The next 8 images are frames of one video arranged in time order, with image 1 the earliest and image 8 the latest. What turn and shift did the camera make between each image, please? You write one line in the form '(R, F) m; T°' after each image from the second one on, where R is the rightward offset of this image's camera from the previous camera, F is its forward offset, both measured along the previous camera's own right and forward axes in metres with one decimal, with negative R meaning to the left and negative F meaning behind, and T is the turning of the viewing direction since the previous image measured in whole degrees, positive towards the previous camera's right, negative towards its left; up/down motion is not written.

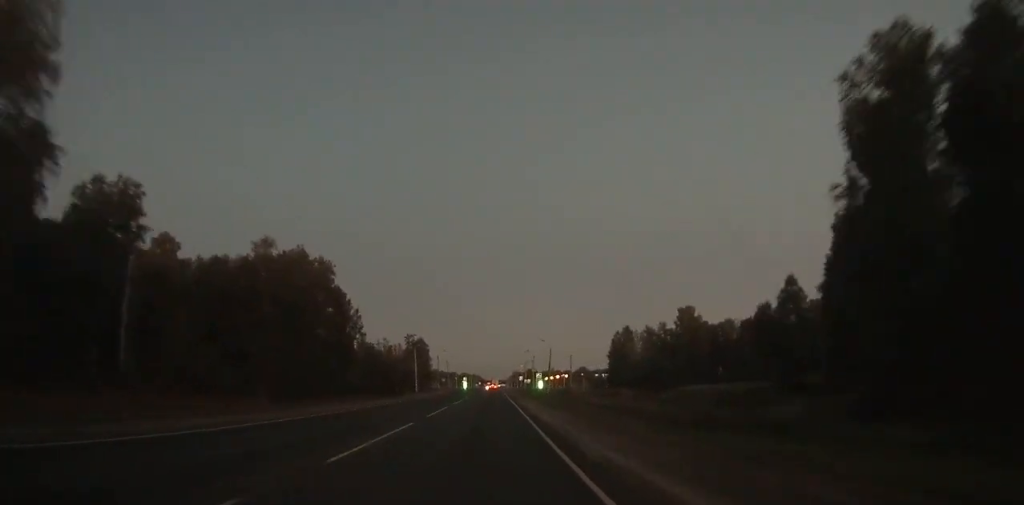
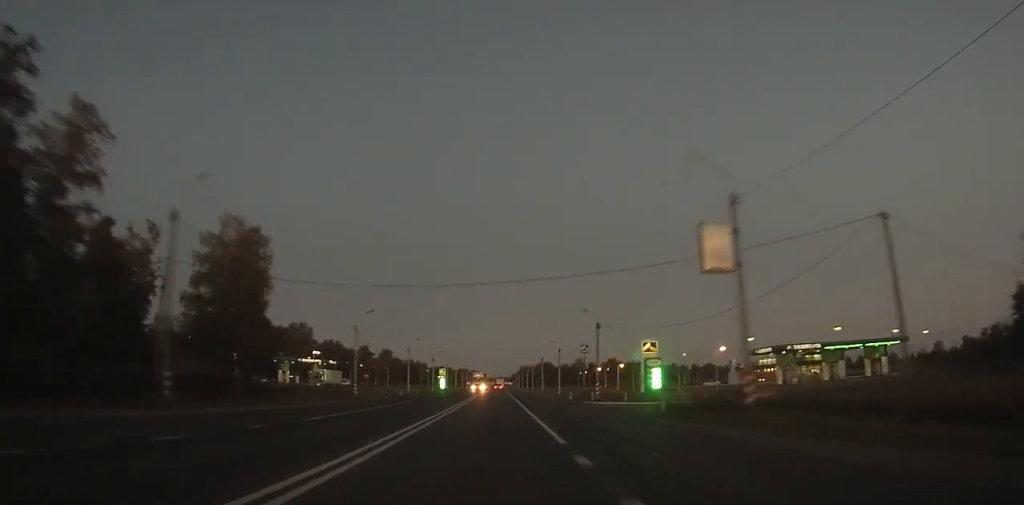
(-0.1, +154.3) m; 0°
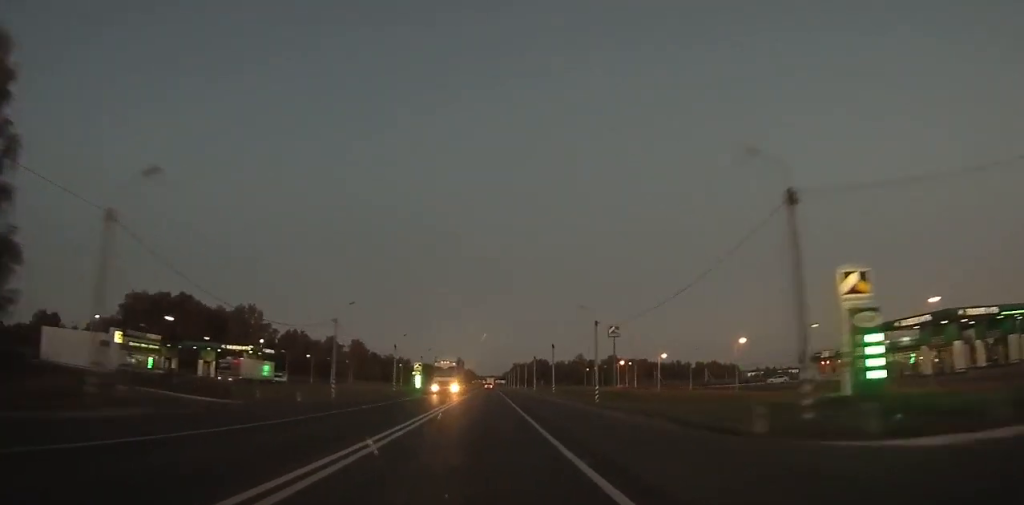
(-0.1, +40.1) m; 0°
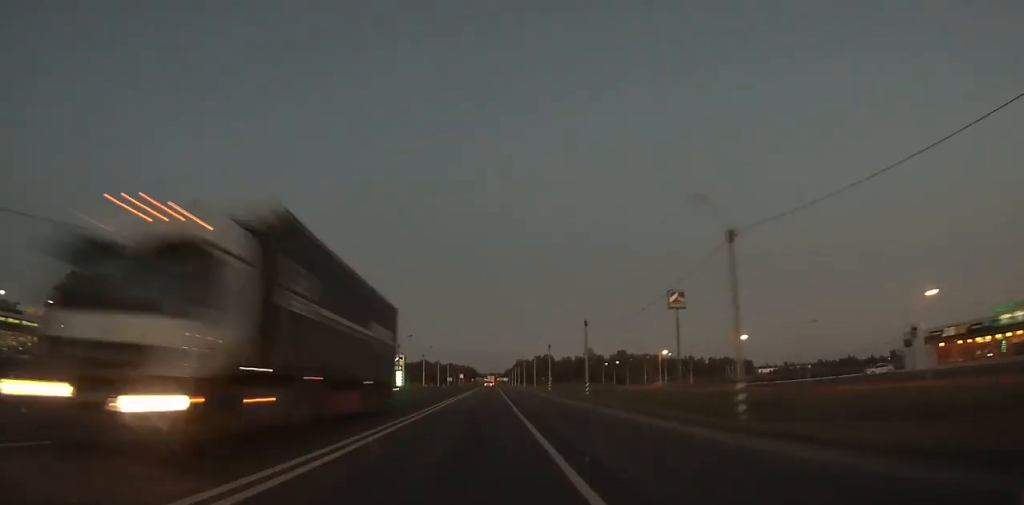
(+0.1, +30.4) m; 0°
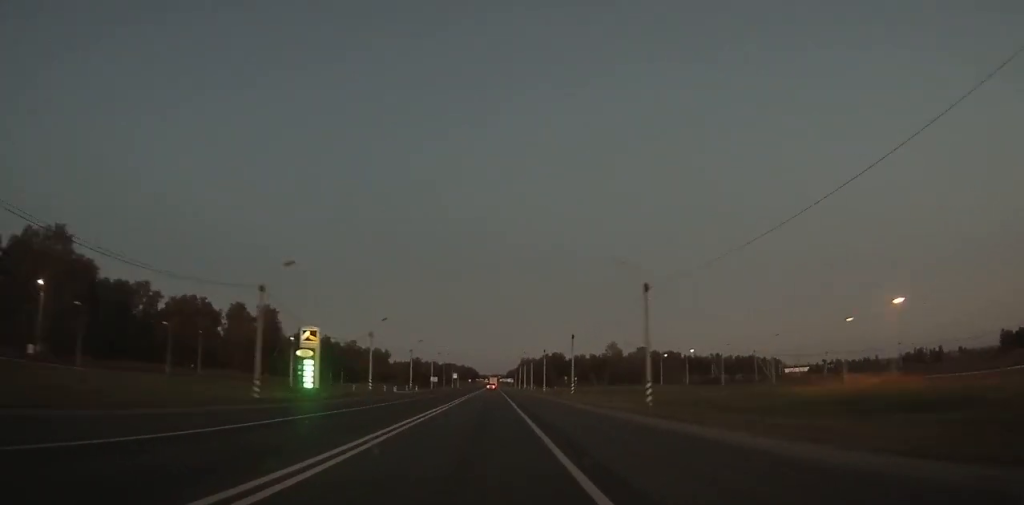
(+0.1, +56.1) m; 0°
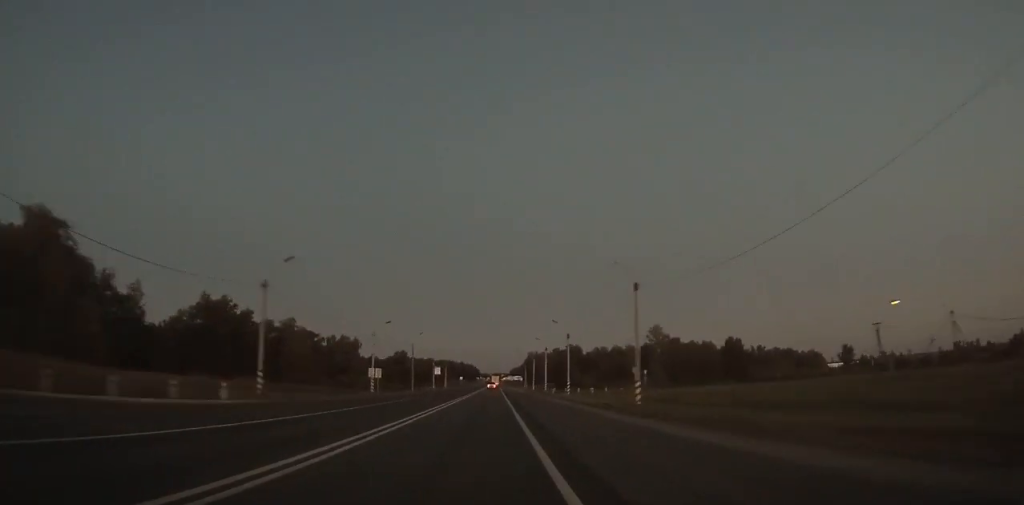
(0.0, +67.5) m; 0°
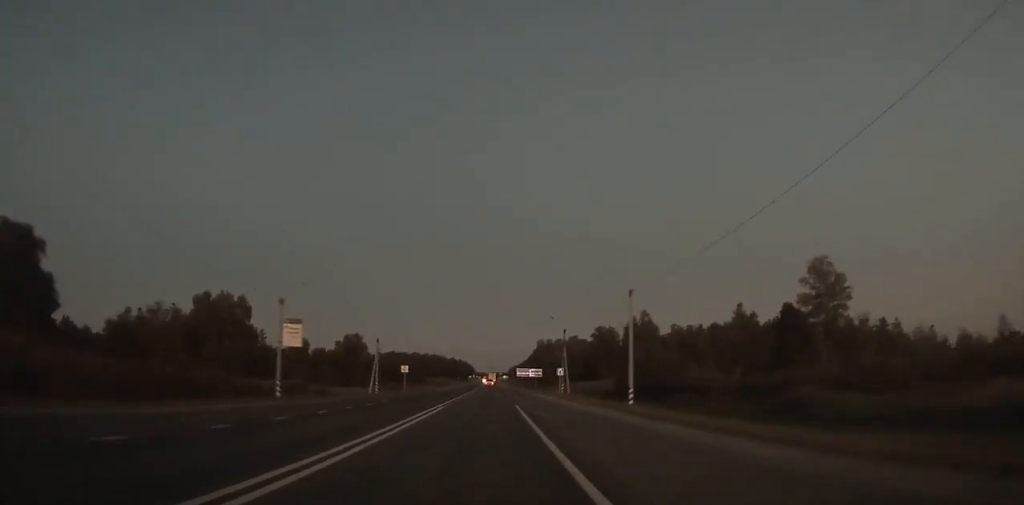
(0.0, +99.0) m; 0°
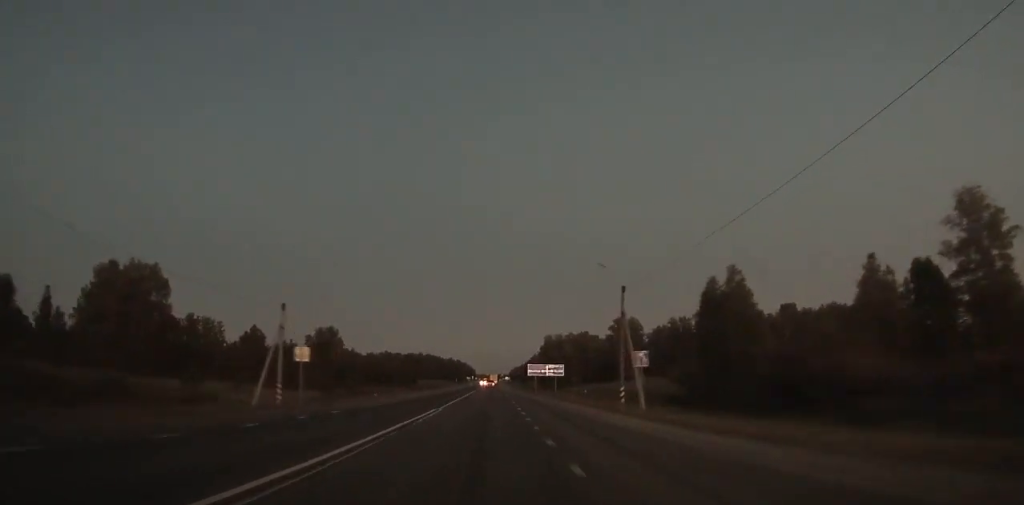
(0.0, +34.1) m; 0°
